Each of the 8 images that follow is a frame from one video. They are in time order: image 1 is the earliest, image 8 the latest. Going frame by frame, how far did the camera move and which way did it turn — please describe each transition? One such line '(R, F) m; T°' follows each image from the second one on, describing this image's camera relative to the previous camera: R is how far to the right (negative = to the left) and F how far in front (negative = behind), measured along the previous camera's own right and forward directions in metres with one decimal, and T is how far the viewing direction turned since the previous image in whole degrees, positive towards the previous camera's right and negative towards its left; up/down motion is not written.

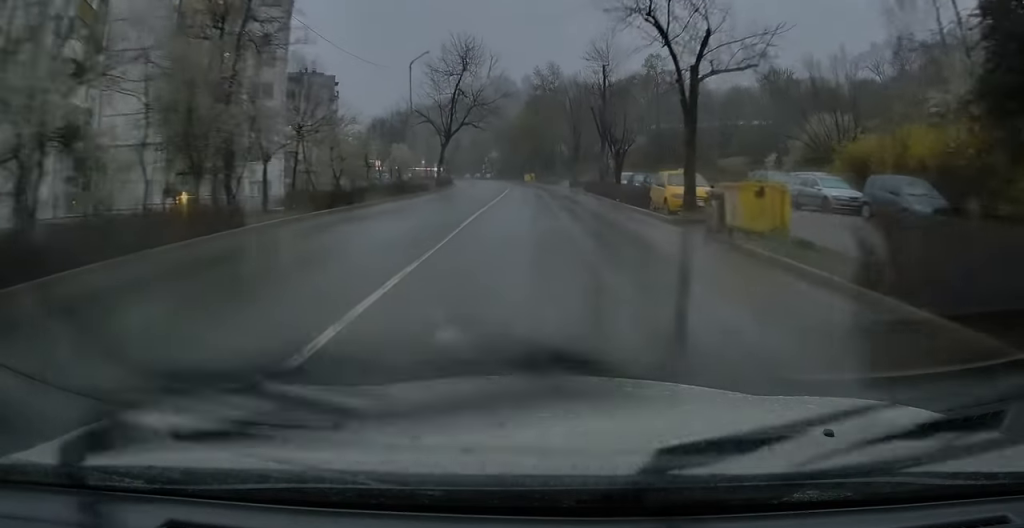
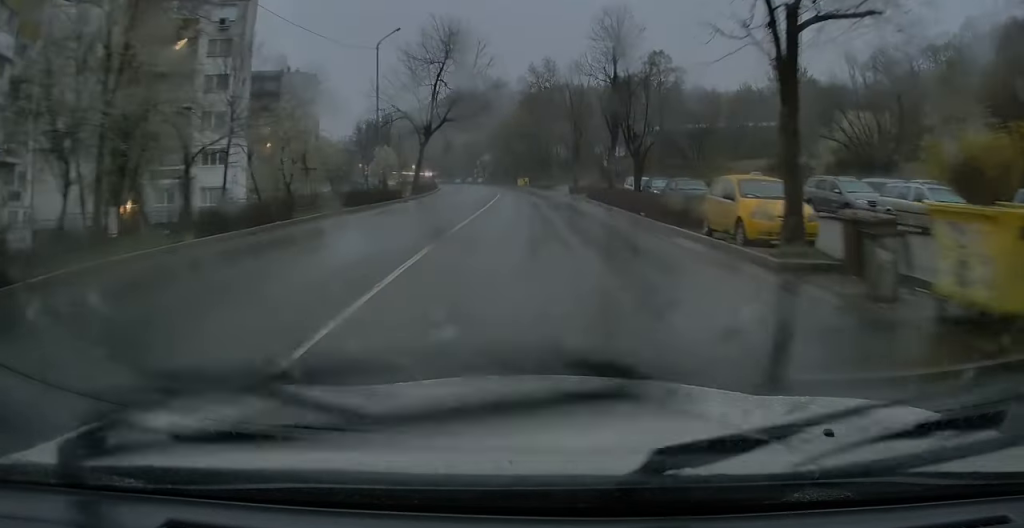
(+0.1, +8.0) m; 0°
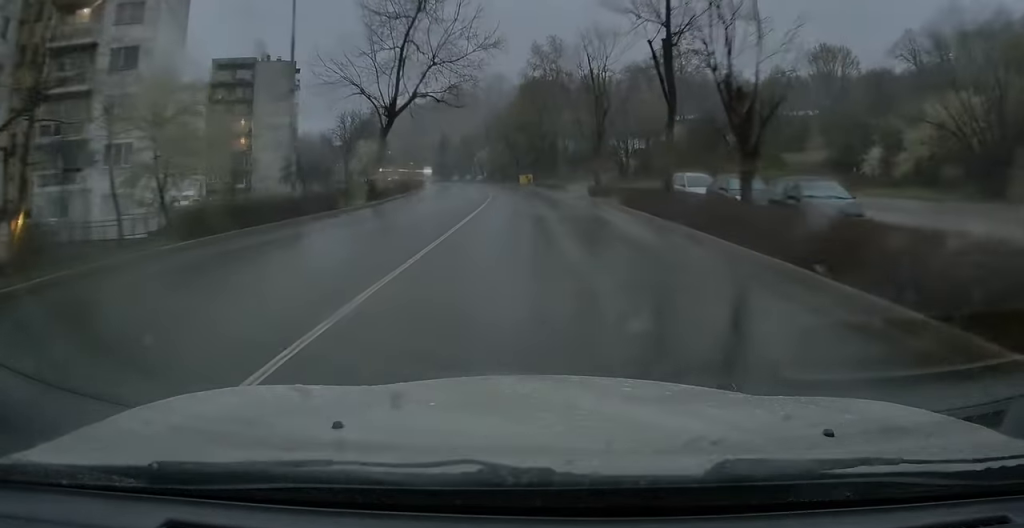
(-0.1, +13.2) m; -1°
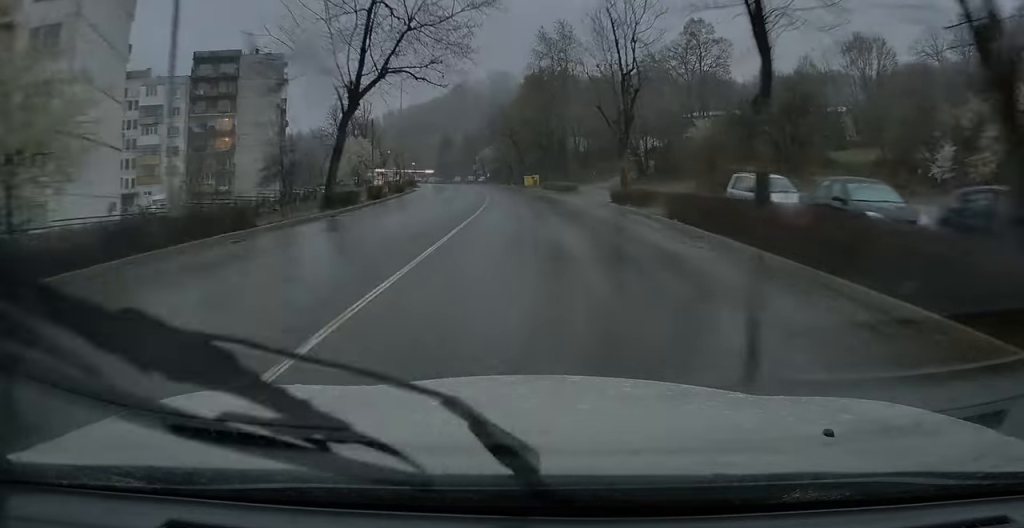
(-0.1, +8.2) m; -1°
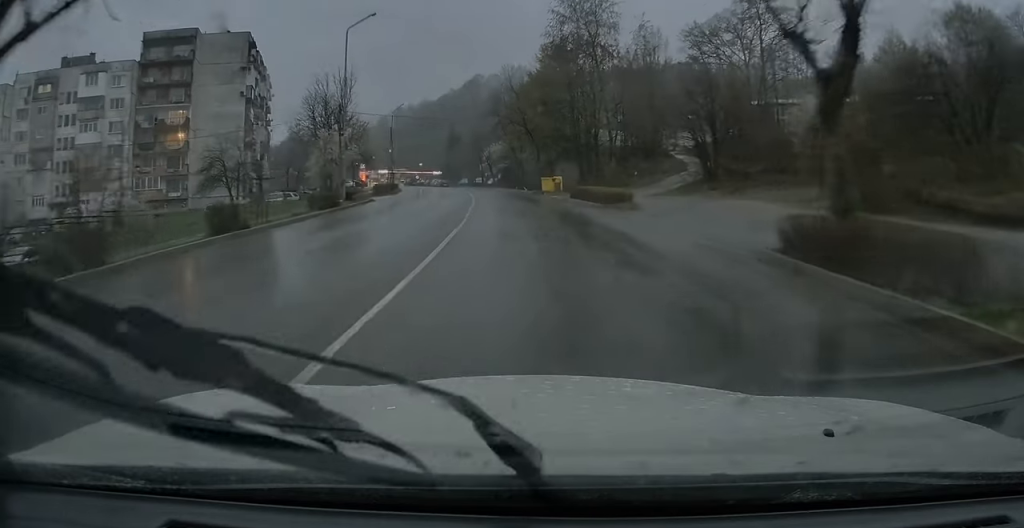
(-0.3, +18.5) m; -2°
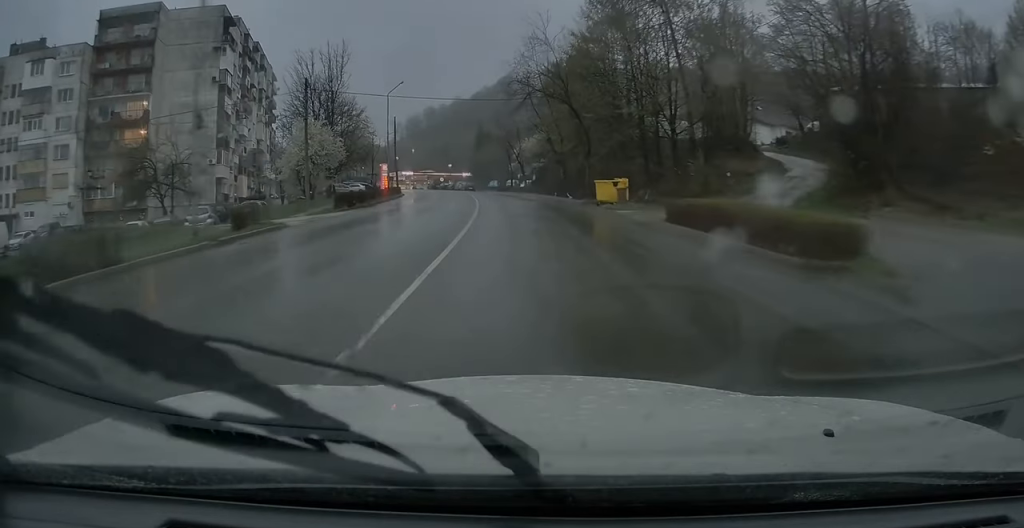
(-0.4, +16.7) m; -2°
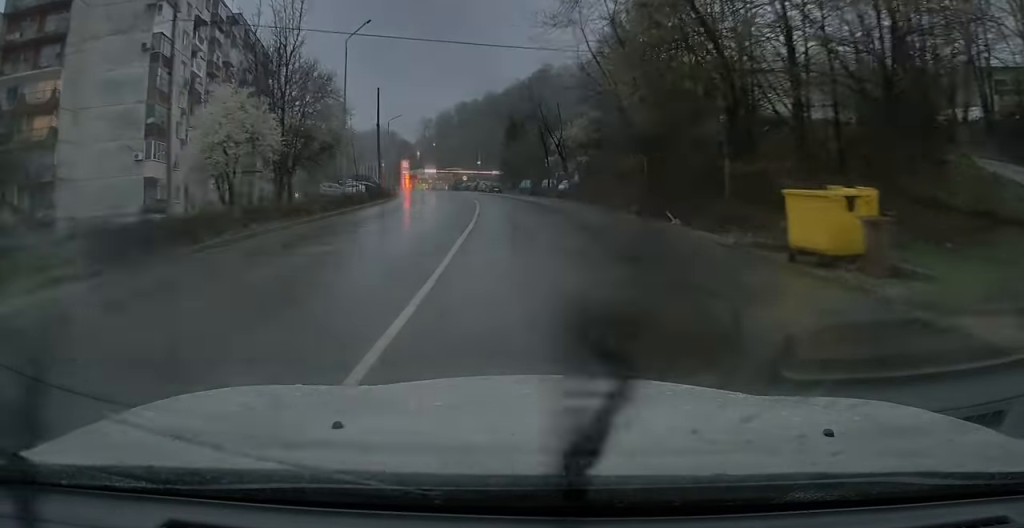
(-0.5, +19.6) m; -3°
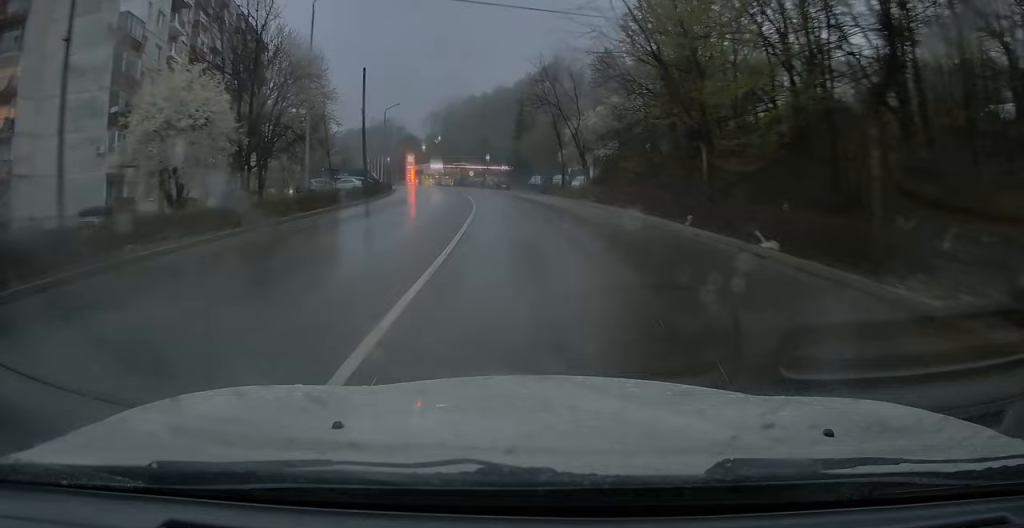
(-0.1, +6.3) m; -1°
